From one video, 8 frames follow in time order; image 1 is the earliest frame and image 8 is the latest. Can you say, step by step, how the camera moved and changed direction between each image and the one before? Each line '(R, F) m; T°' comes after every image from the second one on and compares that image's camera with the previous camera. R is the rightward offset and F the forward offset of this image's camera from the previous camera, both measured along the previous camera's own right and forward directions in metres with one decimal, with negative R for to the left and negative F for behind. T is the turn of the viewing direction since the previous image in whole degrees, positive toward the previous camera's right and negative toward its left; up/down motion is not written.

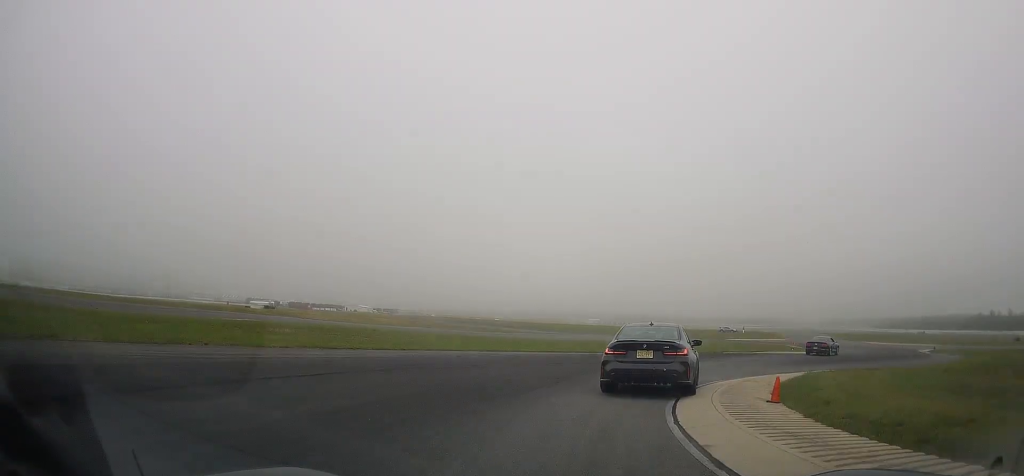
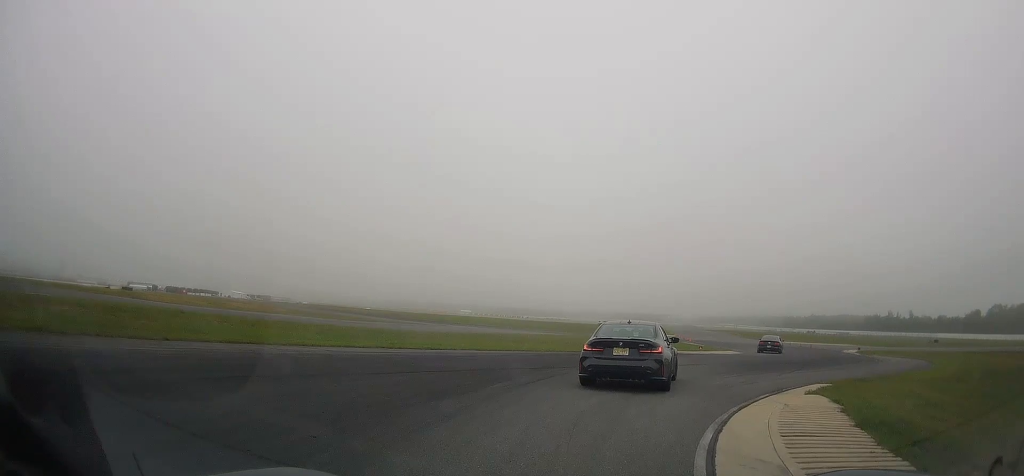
(+1.2, +9.3) m; +10°
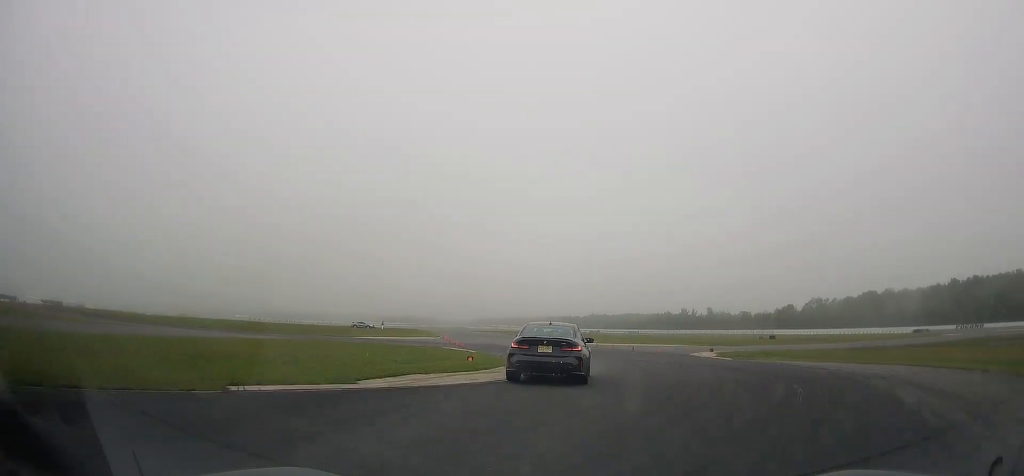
(+3.9, +20.7) m; +16°
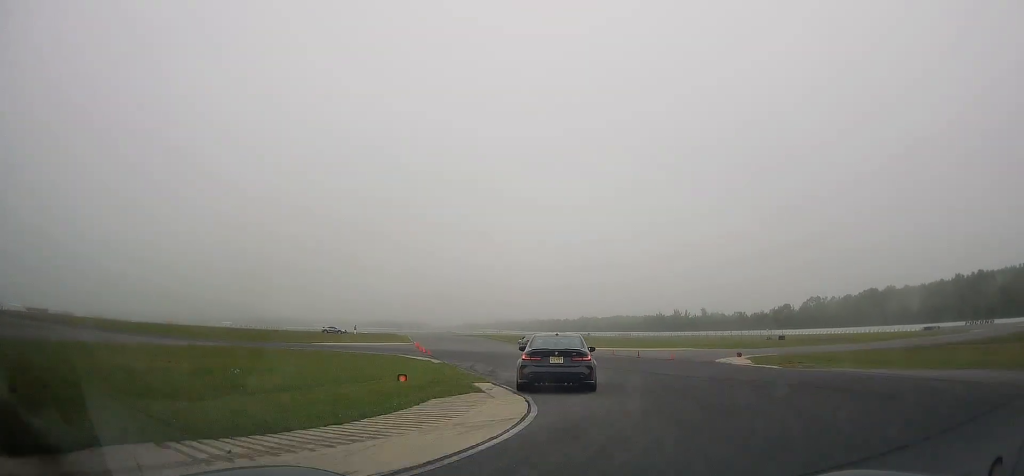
(+0.5, +9.8) m; +3°
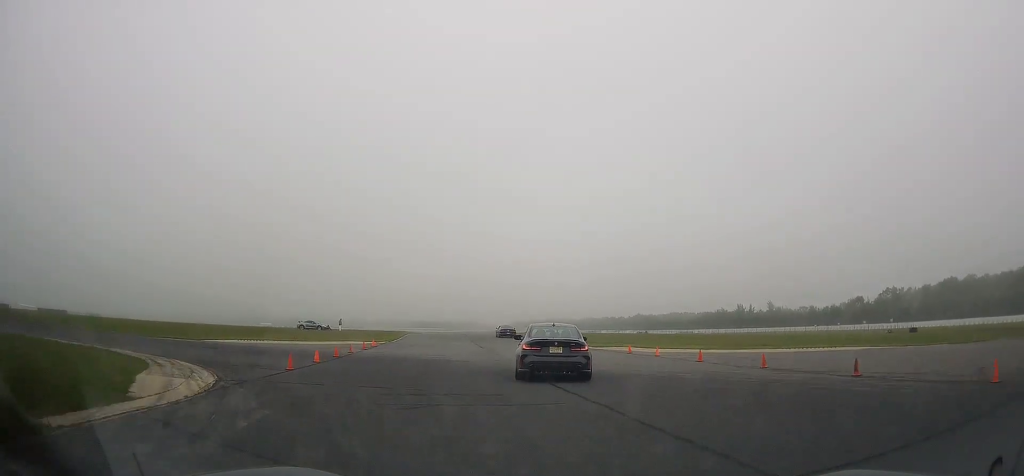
(-0.1, +27.5) m; -3°
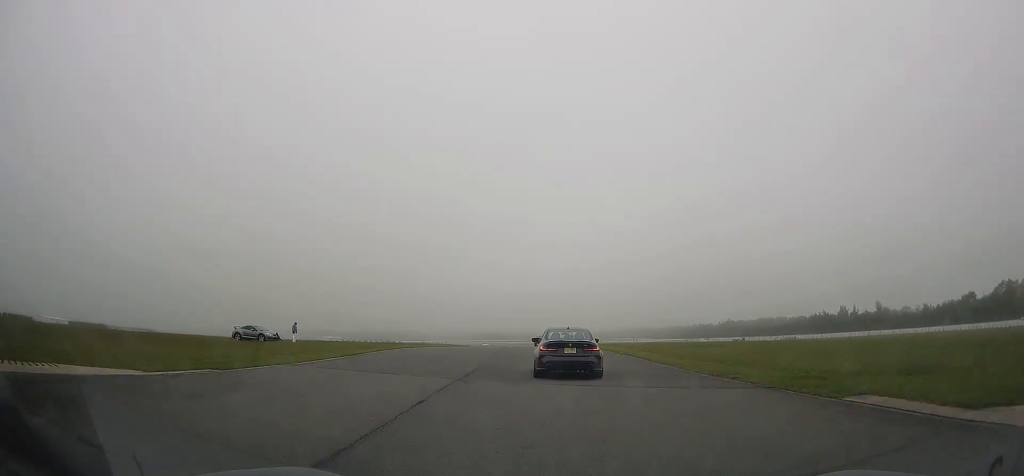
(-1.9, +32.3) m; -6°
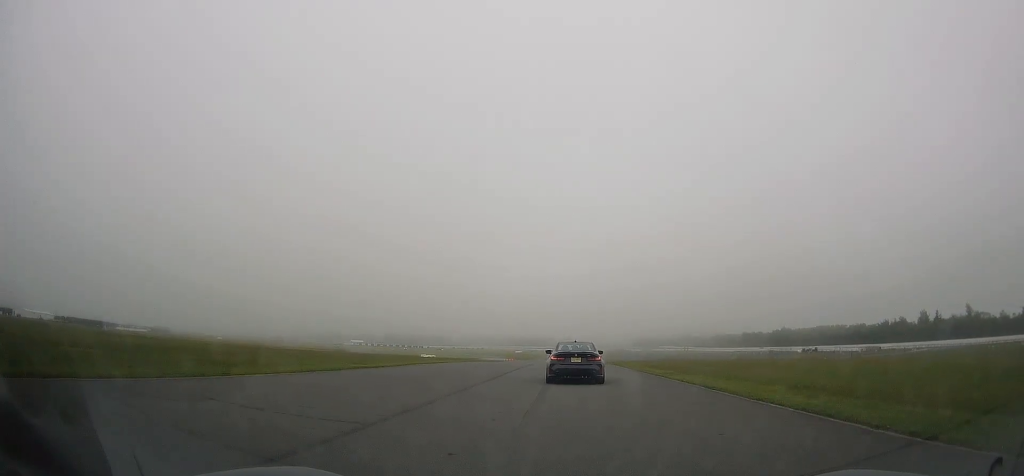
(-1.8, +42.4) m; -4°
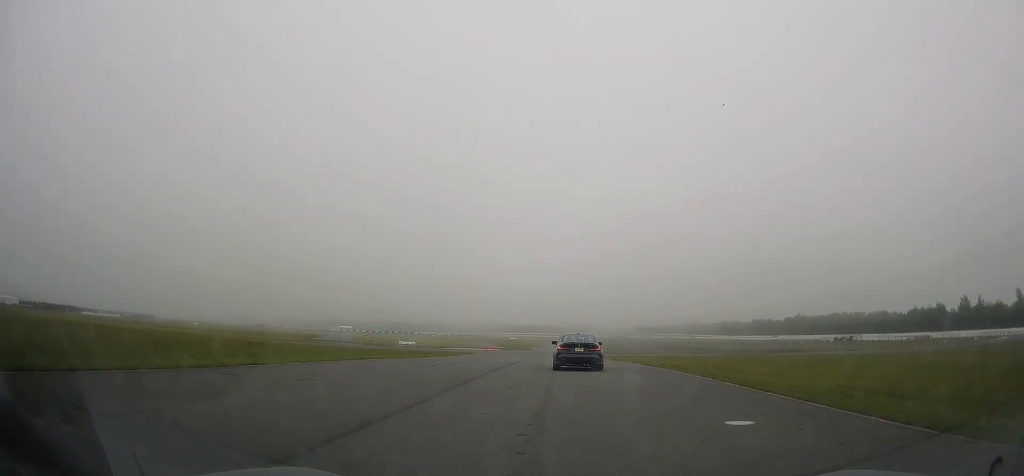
(-0.6, +31.4) m; -1°
